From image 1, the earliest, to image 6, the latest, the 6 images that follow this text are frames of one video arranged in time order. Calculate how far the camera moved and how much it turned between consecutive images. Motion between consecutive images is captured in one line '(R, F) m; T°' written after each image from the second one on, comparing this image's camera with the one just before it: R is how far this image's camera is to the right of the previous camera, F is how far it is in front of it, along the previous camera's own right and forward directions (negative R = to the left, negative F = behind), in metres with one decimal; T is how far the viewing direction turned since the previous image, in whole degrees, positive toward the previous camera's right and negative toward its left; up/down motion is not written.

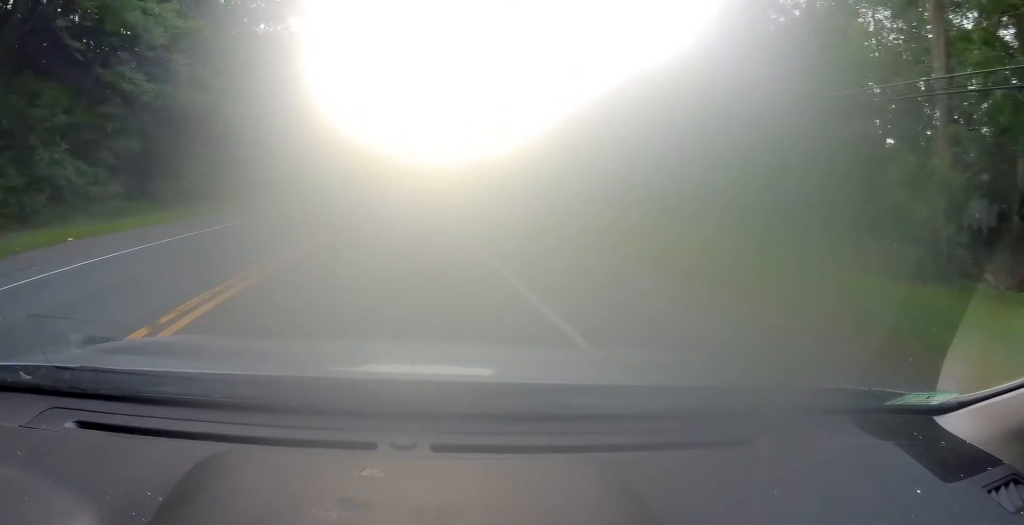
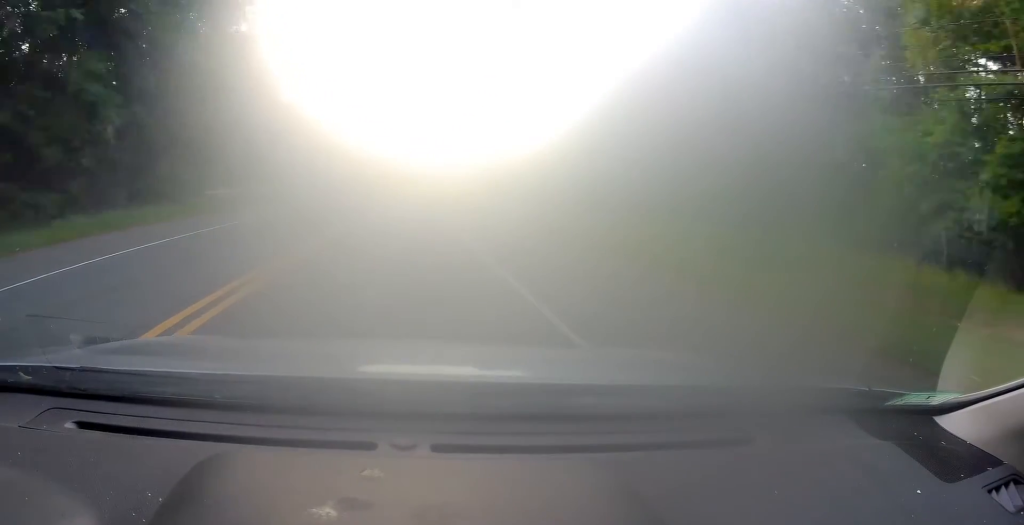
(-0.4, +22.9) m; -1°
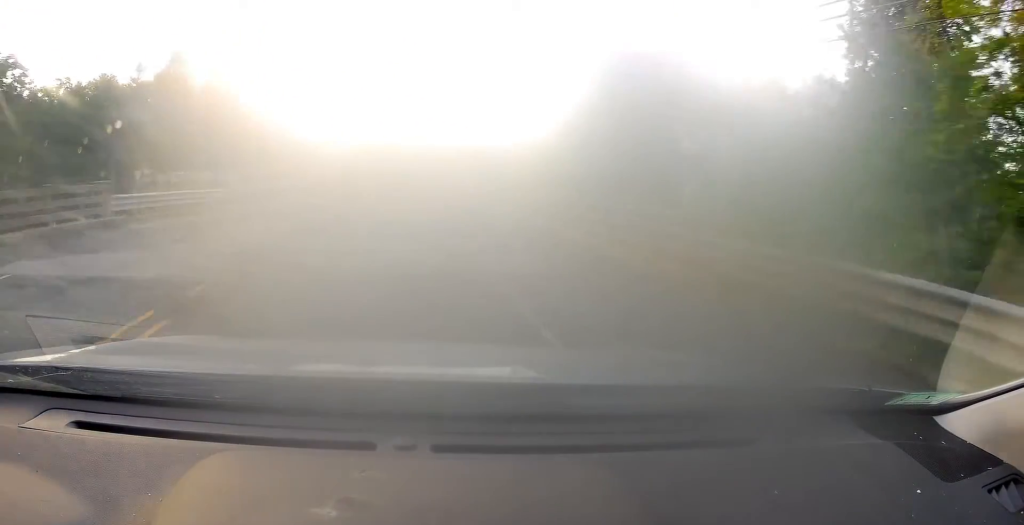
(+2.3, +65.0) m; +6°
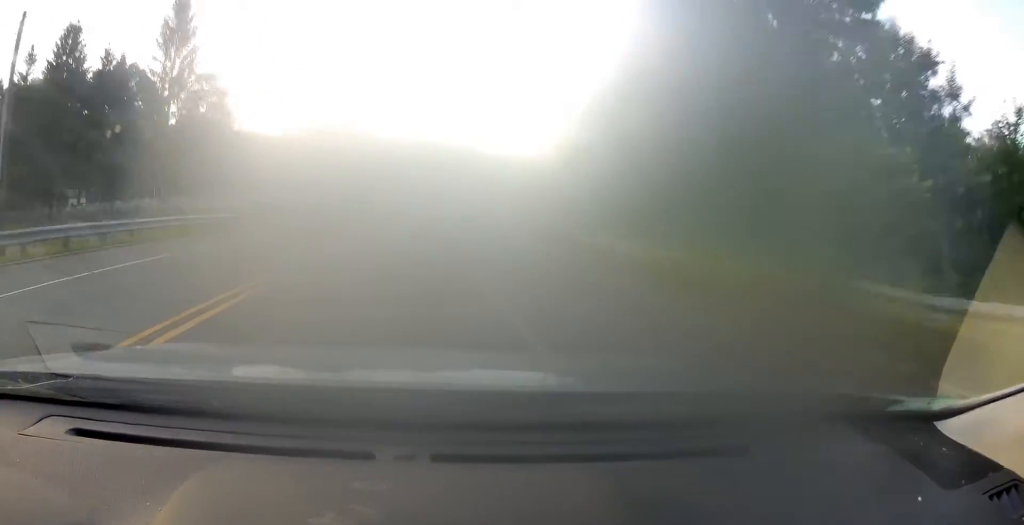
(+0.7, +24.0) m; +4°
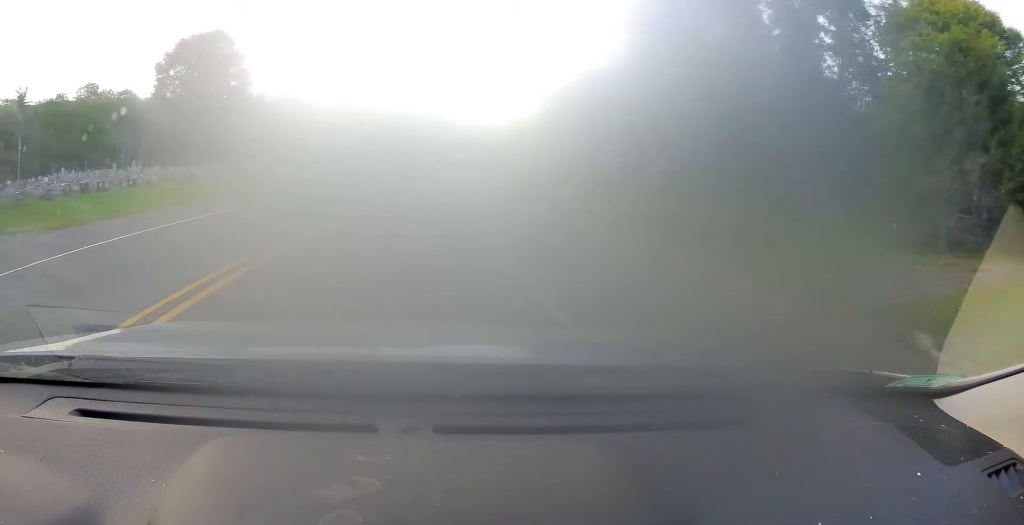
(+1.6, +32.9) m; +6°
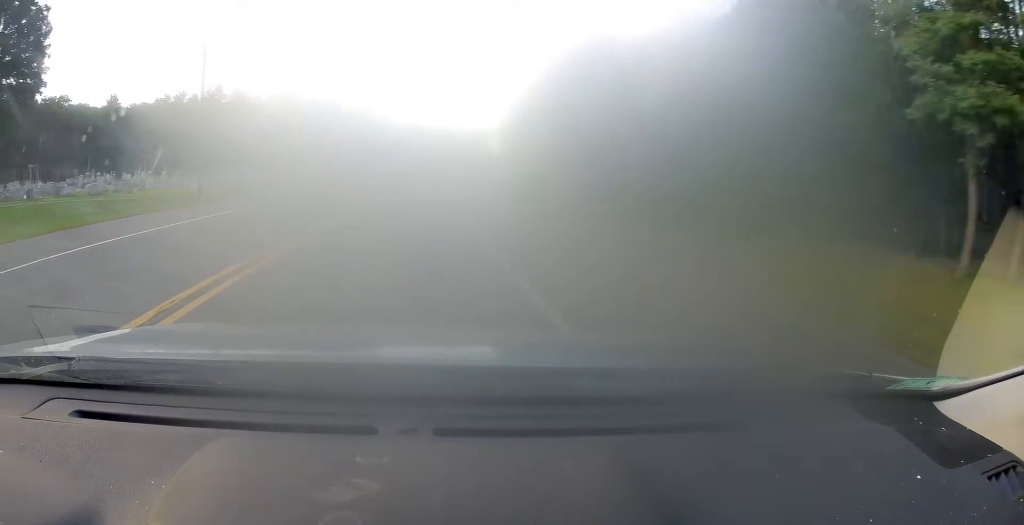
(+1.8, +33.2) m; +6°
